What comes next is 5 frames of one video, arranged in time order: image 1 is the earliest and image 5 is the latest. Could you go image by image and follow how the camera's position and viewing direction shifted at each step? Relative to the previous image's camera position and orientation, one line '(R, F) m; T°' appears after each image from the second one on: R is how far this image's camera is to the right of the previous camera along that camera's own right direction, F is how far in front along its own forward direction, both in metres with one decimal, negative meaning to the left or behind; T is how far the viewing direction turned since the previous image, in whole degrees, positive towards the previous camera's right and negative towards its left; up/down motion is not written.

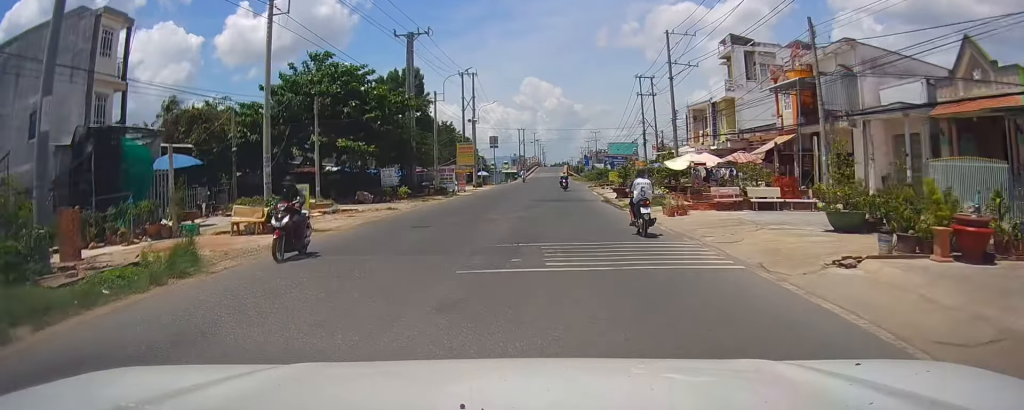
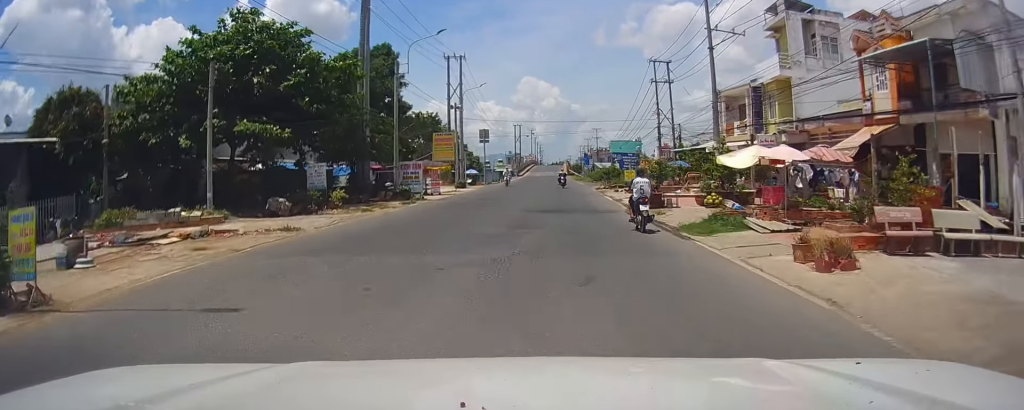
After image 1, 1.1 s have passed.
(+0.3, +11.5) m; +2°
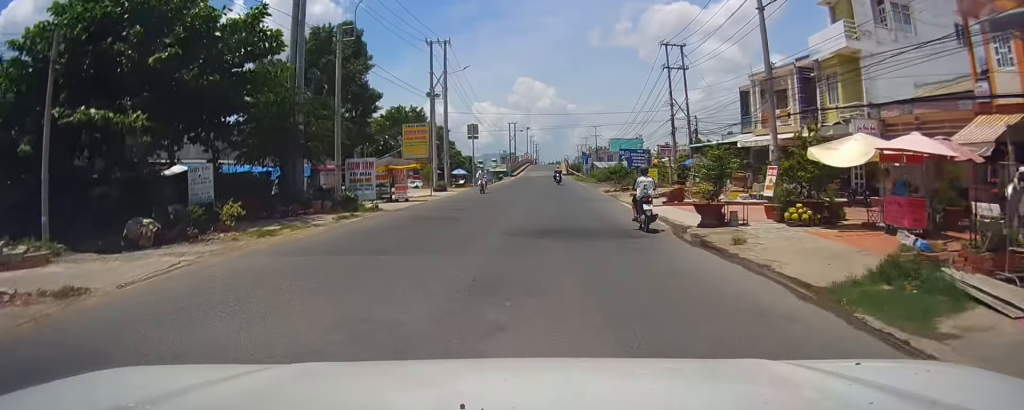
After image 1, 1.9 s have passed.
(0.0, +9.2) m; 0°
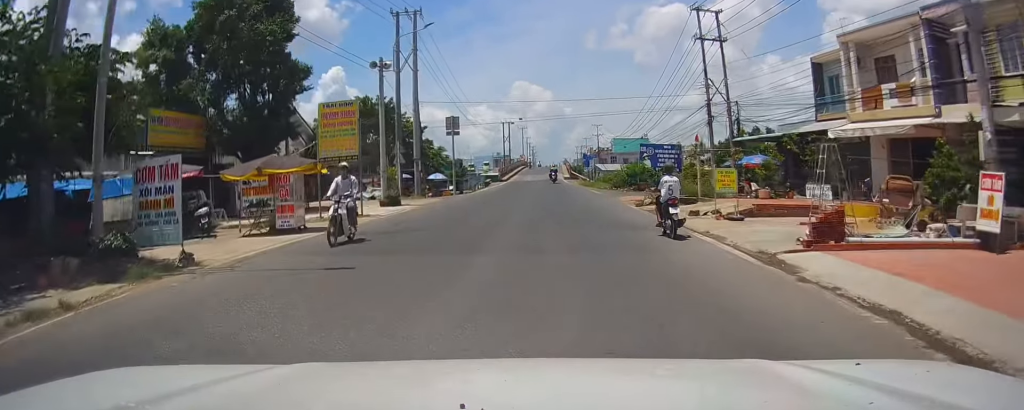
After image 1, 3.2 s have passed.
(-0.1, +13.8) m; -2°
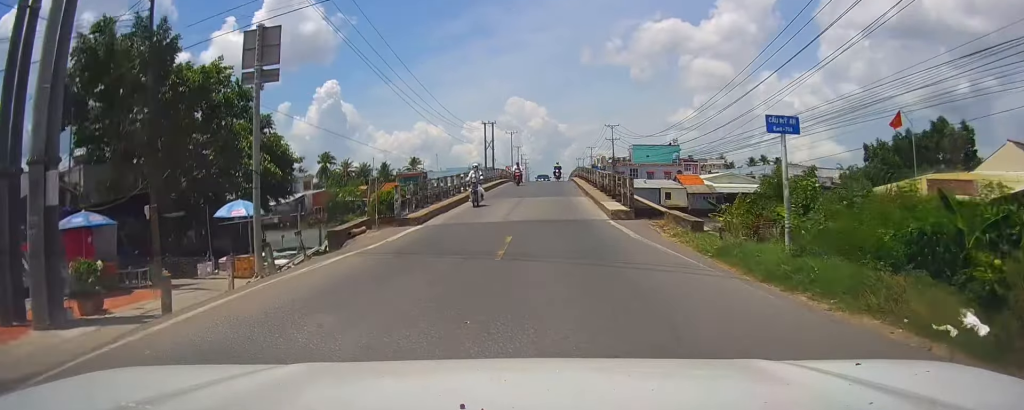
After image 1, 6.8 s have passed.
(+0.1, +41.5) m; +2°
